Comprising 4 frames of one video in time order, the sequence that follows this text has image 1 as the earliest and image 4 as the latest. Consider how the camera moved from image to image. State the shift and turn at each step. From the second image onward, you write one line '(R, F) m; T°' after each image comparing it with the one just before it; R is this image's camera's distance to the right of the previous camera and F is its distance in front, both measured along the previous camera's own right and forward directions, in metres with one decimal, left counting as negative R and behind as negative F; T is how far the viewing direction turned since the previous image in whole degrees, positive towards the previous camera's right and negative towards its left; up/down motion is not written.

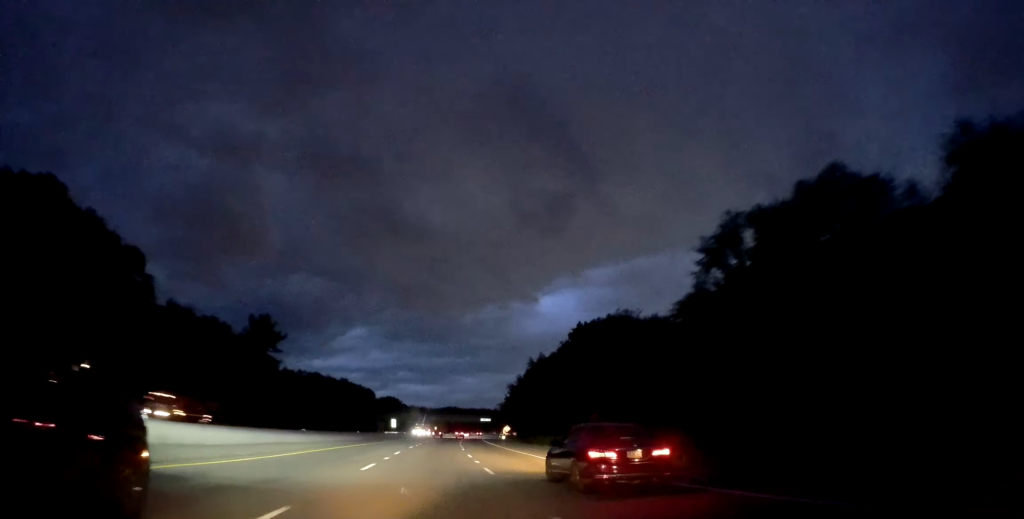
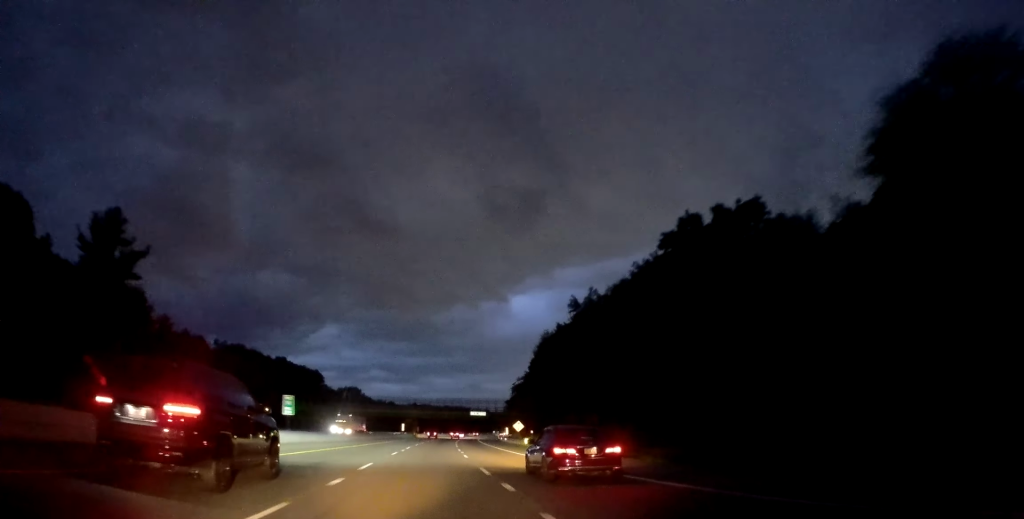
(+0.8, +60.2) m; +2°
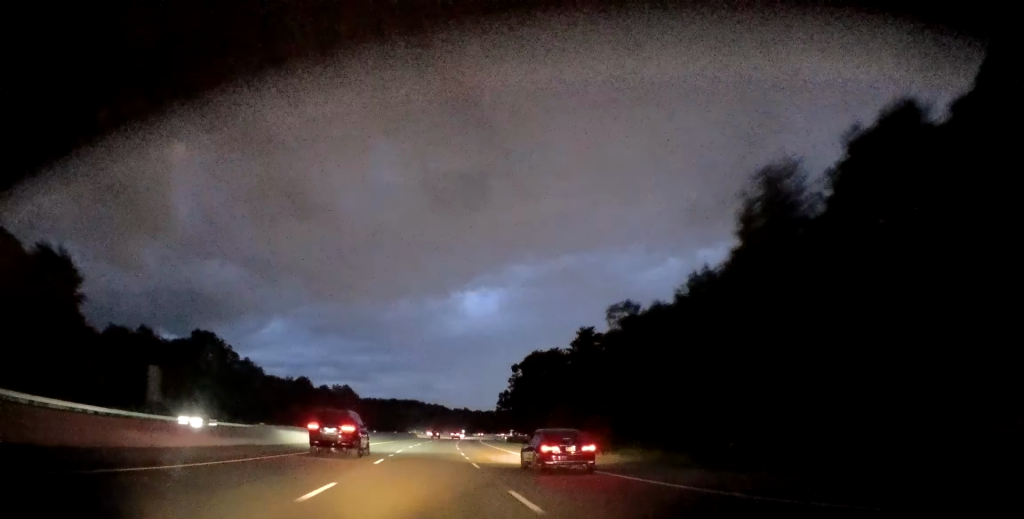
(+5.8, +128.2) m; +5°
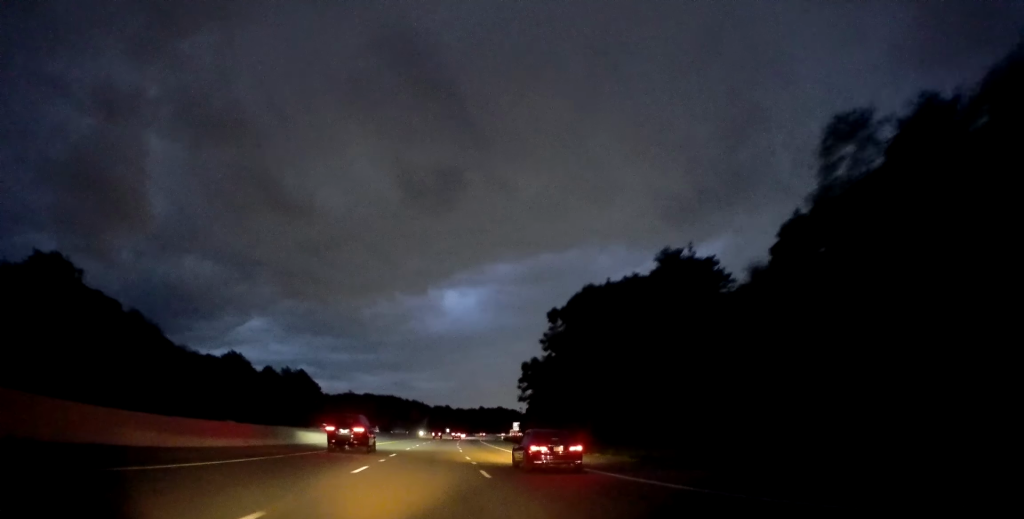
(+0.8, +53.6) m; +2°
